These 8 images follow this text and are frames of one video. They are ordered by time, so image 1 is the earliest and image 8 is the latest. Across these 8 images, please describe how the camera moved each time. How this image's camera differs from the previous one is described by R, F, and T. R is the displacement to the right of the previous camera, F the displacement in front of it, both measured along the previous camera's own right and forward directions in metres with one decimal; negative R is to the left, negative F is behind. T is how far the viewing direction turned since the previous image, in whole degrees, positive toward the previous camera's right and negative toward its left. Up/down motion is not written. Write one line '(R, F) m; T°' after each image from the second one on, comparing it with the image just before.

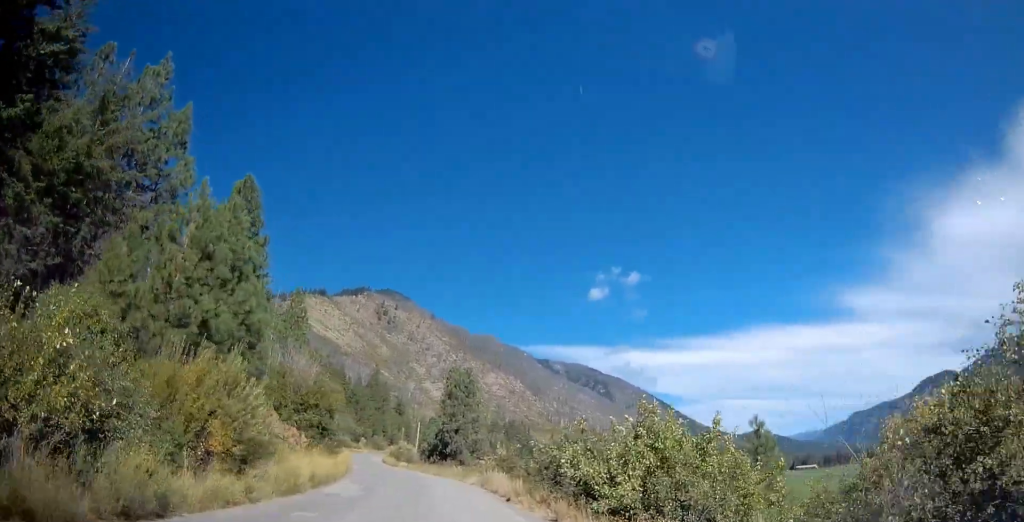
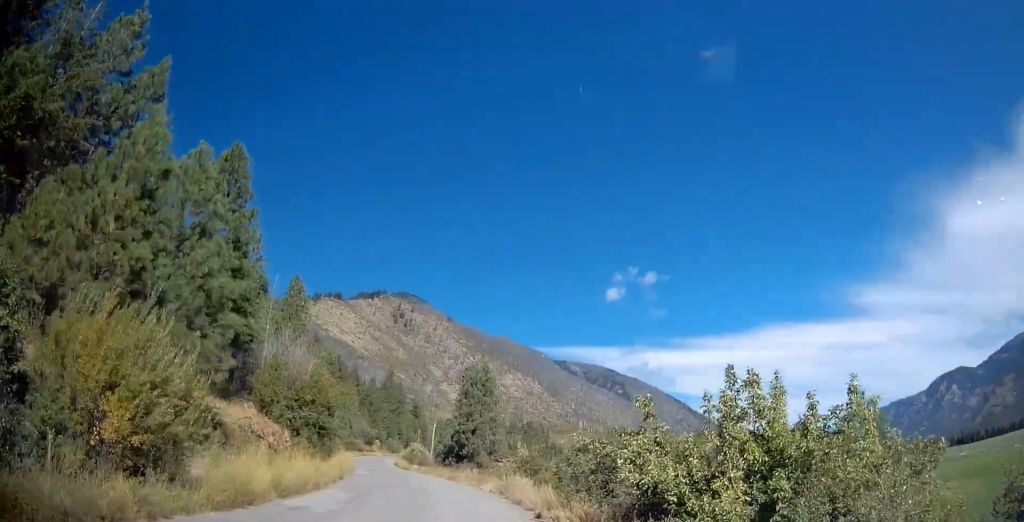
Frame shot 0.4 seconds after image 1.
(0.0, +5.5) m; 0°
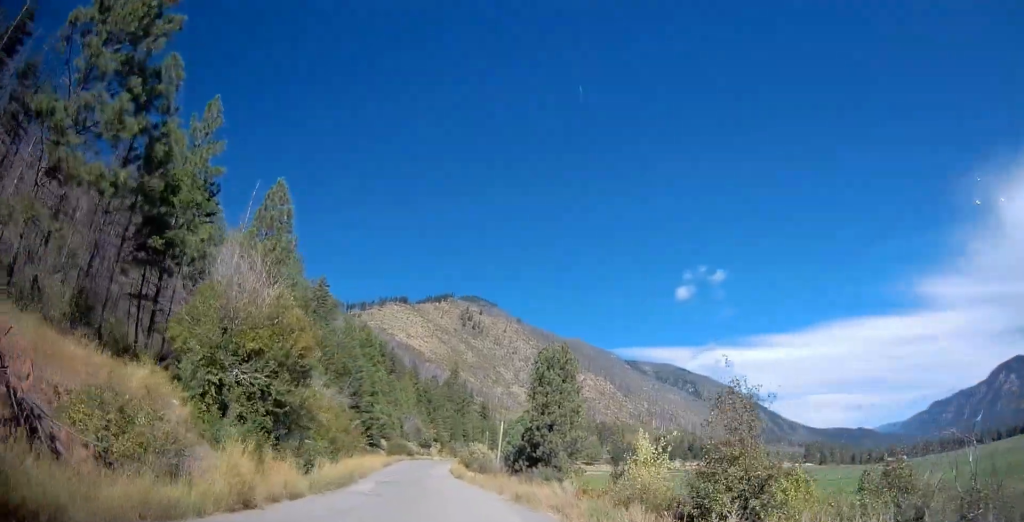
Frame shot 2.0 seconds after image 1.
(-0.9, +19.9) m; -8°
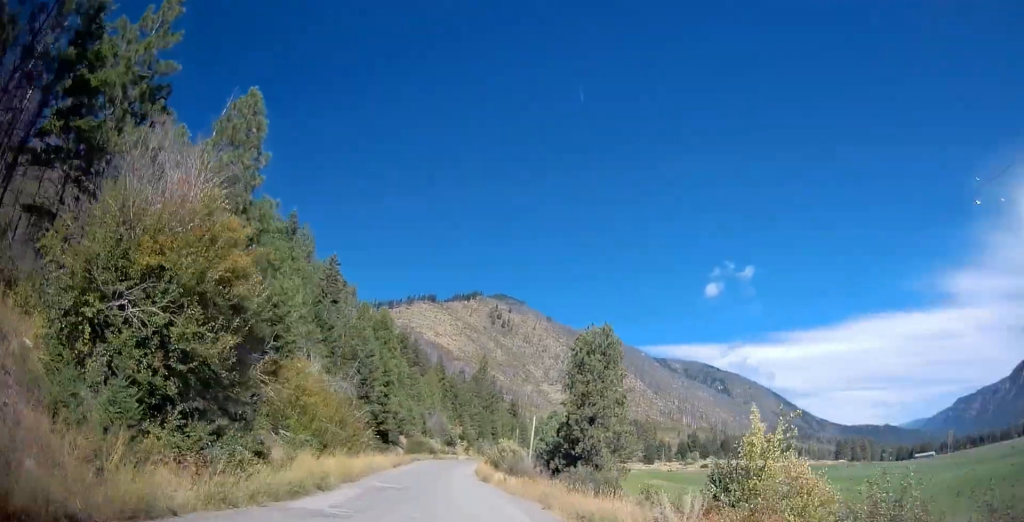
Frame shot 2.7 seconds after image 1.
(-0.6, +9.4) m; -4°
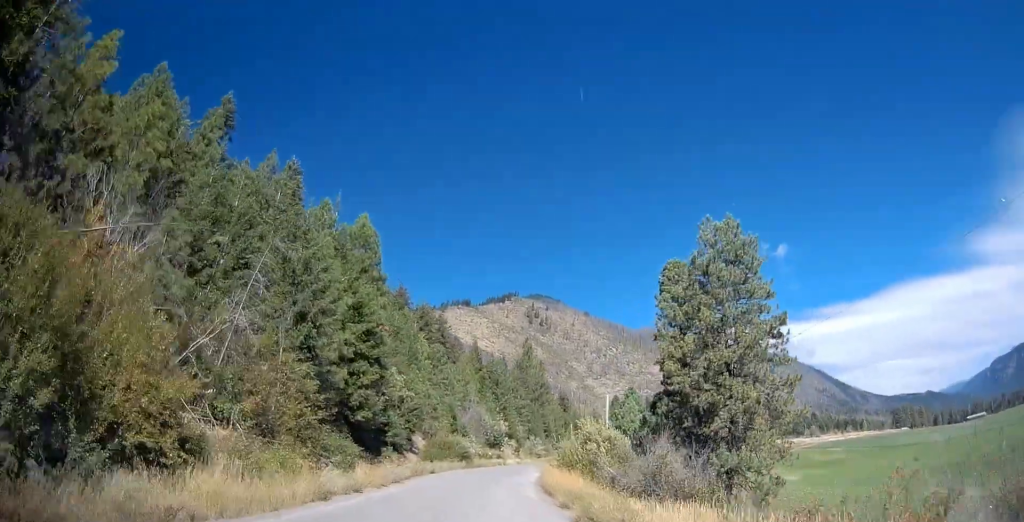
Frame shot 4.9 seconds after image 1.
(-2.4, +28.9) m; -6°
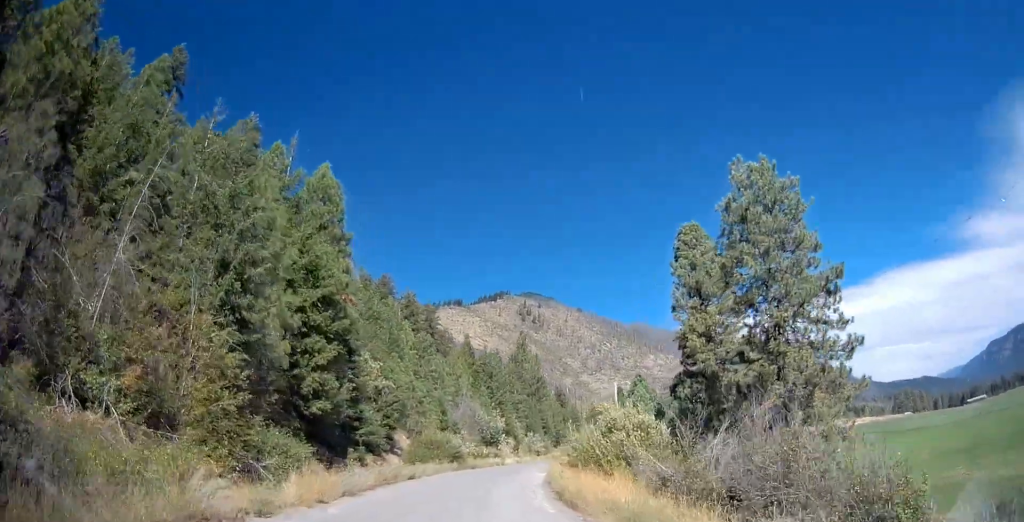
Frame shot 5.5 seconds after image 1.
(+0.3, +8.1) m; +2°
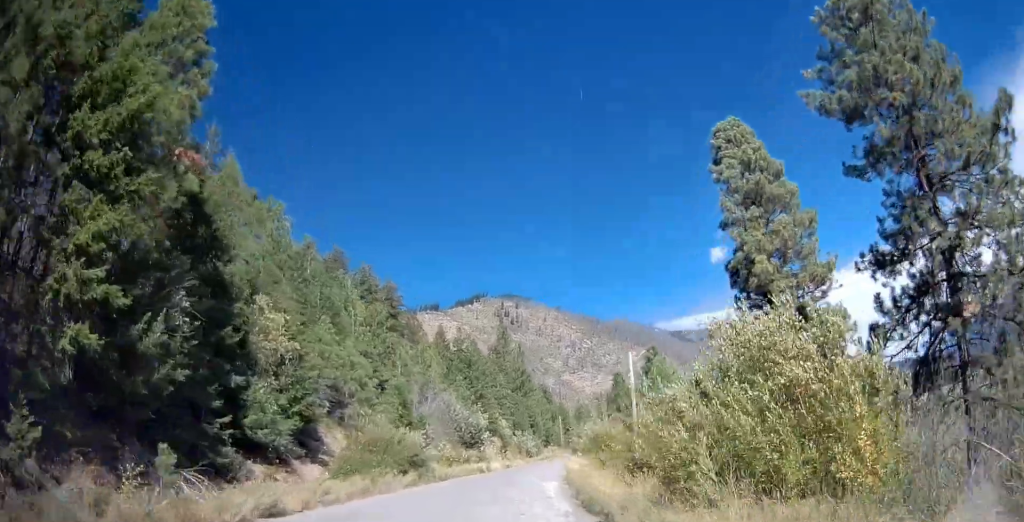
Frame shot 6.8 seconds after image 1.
(-0.1, +16.8) m; -3°
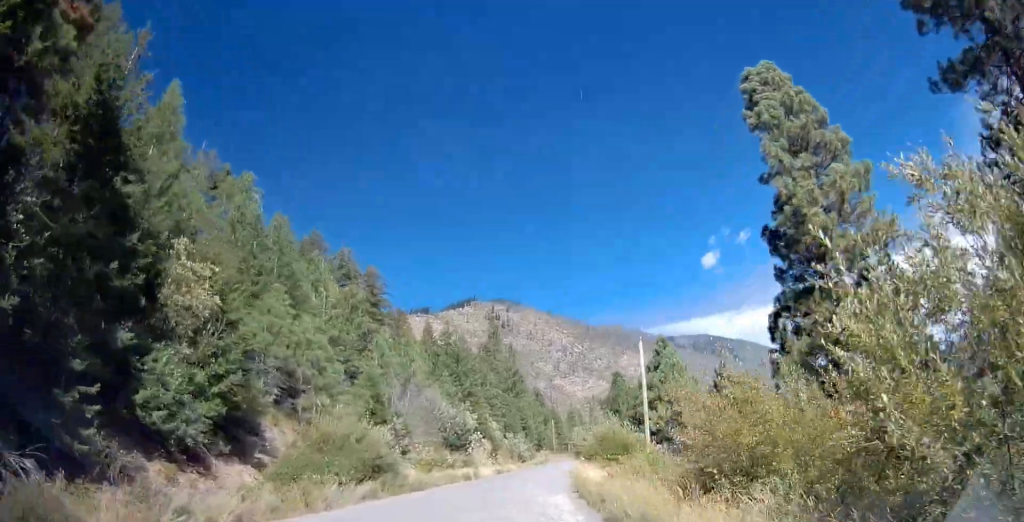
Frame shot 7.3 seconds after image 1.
(-0.4, +7.2) m; +1°
